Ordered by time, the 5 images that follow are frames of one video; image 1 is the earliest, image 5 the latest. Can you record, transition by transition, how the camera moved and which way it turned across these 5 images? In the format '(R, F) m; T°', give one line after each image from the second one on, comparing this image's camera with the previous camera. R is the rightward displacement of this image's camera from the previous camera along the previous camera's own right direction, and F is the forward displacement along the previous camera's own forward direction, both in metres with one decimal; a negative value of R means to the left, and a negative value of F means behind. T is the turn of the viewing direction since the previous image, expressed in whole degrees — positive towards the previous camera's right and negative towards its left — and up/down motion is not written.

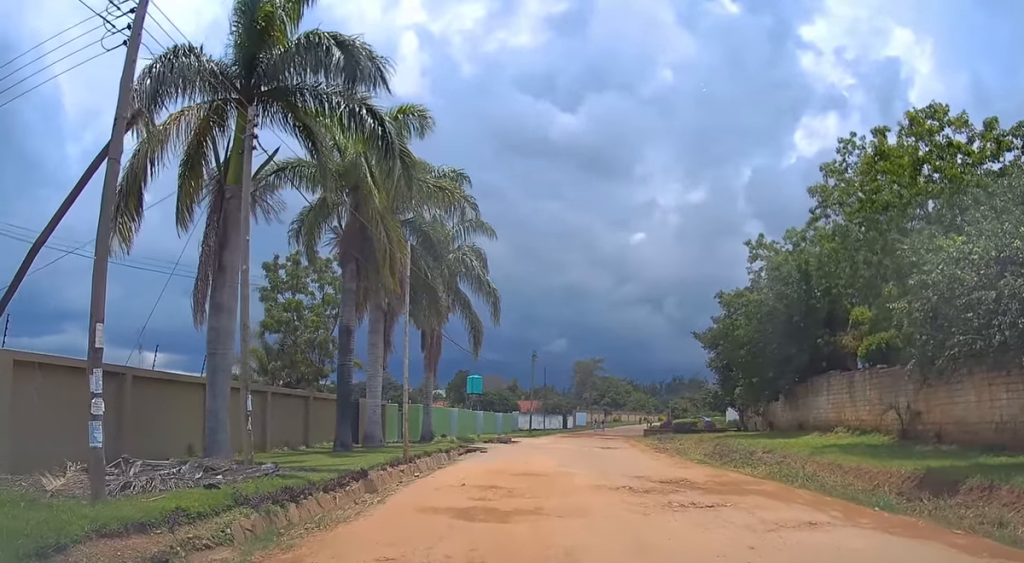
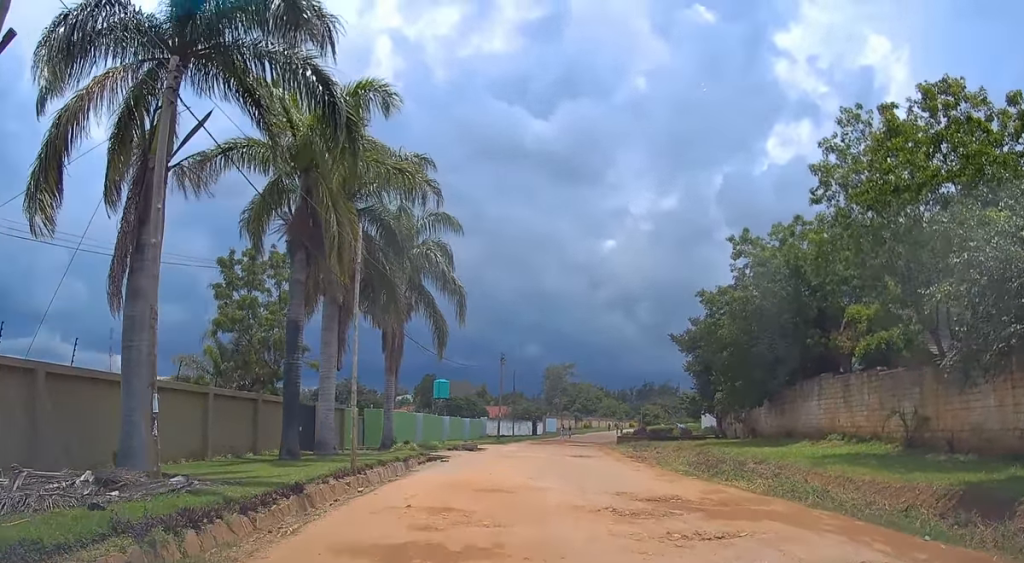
(-0.2, +2.7) m; -2°
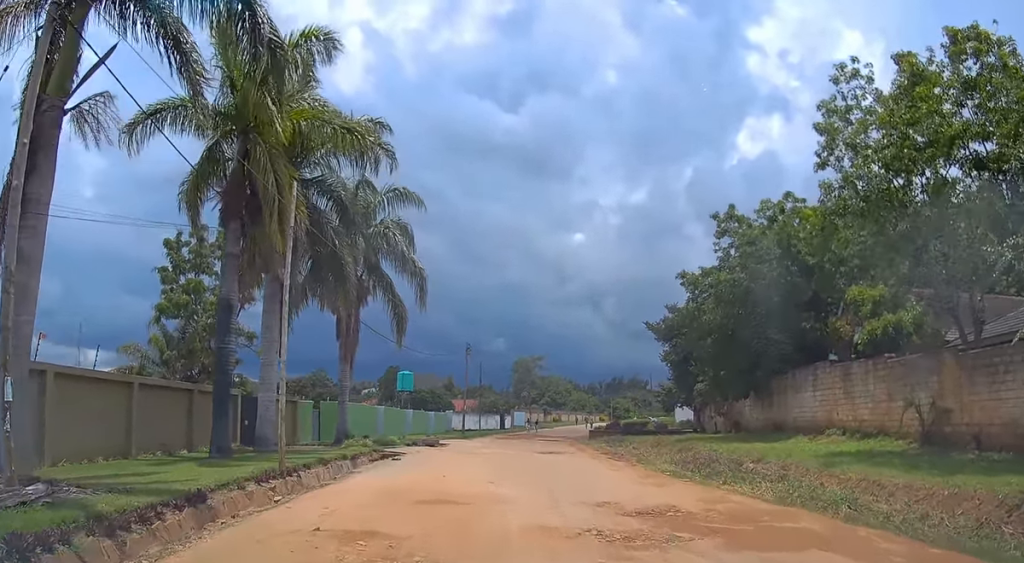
(+0.3, +2.9) m; +6°
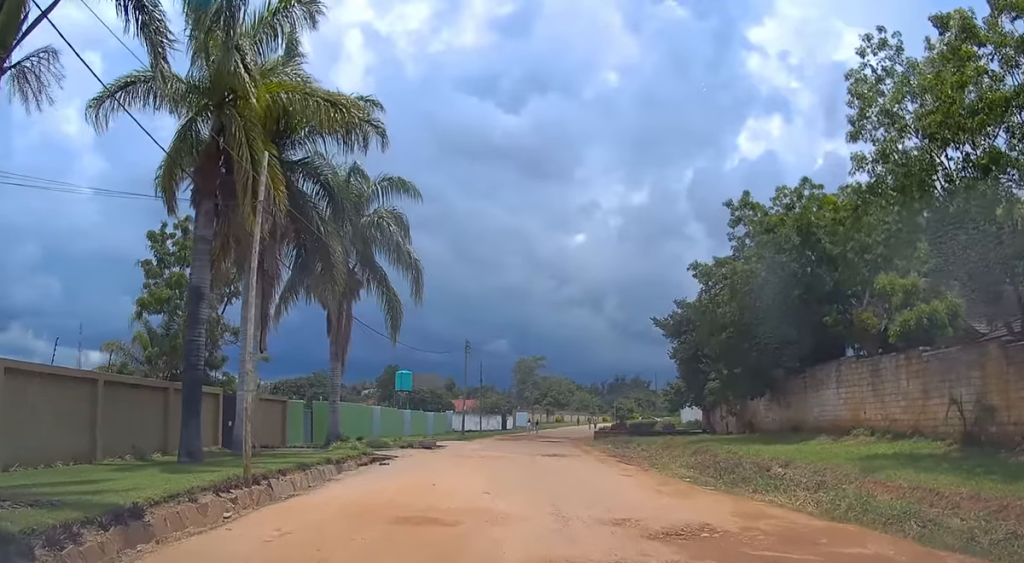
(-0.1, +2.2) m; -3°
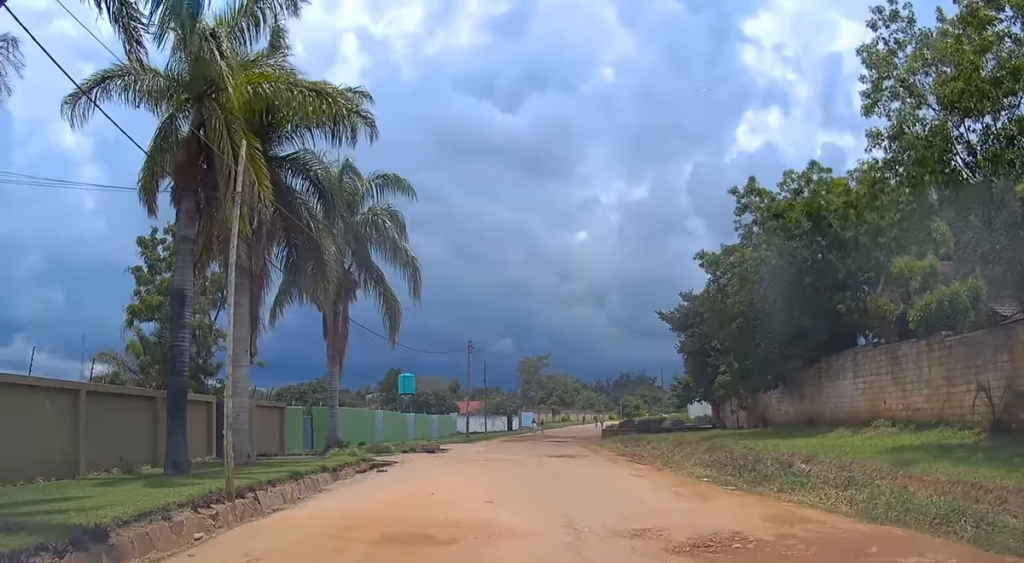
(0.0, +1.2) m; -1°
